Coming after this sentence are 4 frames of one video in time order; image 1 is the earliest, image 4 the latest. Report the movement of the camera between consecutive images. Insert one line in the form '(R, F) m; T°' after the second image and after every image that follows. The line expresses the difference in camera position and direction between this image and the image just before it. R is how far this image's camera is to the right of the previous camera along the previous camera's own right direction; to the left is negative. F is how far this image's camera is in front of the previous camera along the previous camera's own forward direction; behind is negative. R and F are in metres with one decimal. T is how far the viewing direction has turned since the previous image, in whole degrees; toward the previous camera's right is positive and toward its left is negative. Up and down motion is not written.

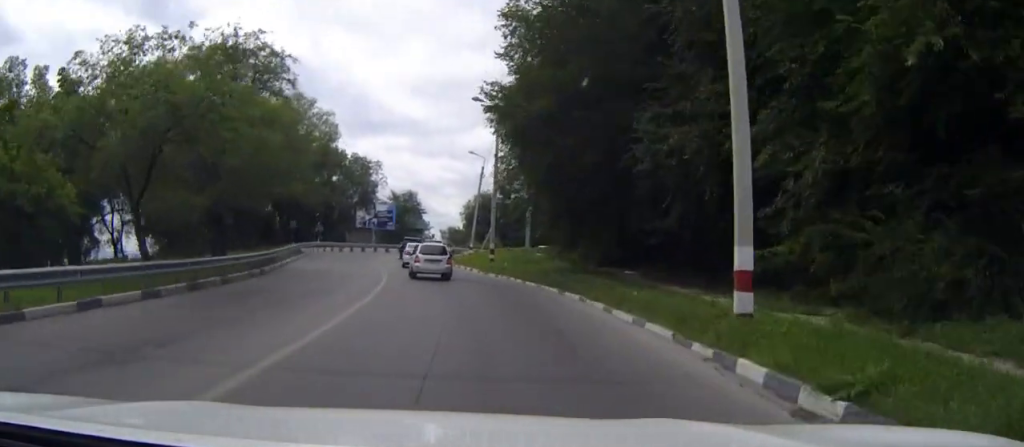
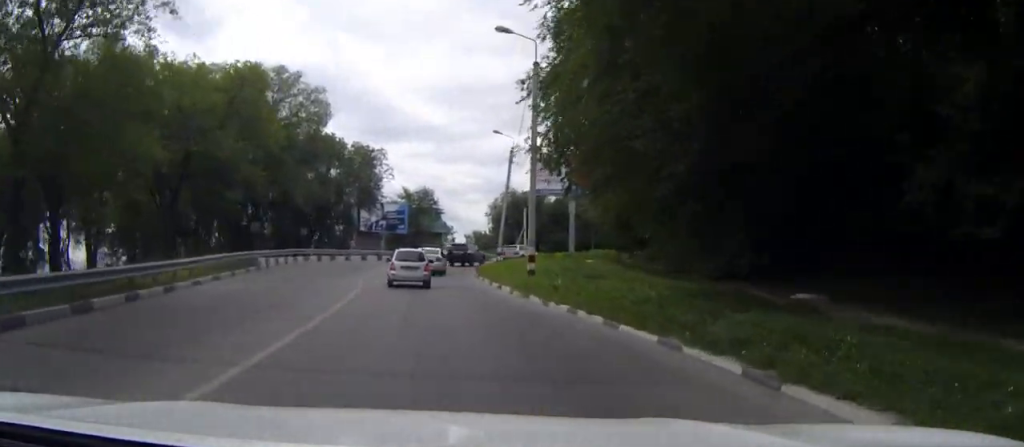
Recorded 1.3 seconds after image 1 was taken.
(+0.1, +15.4) m; 0°
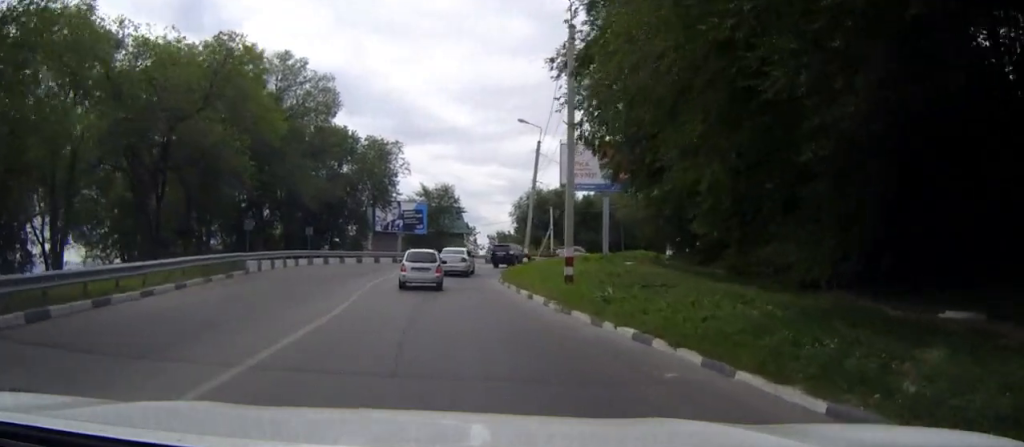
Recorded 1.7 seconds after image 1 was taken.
(+0.2, +5.2) m; -1°
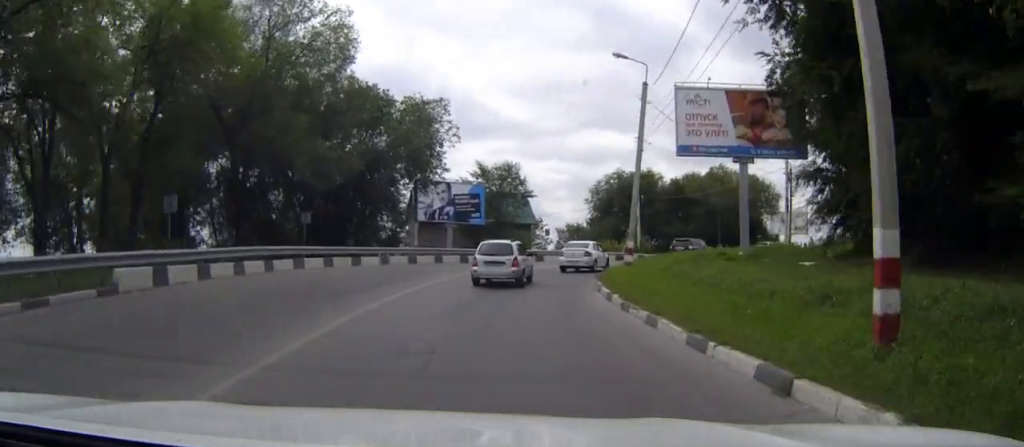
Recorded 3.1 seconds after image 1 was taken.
(-1.2, +16.2) m; -6°
